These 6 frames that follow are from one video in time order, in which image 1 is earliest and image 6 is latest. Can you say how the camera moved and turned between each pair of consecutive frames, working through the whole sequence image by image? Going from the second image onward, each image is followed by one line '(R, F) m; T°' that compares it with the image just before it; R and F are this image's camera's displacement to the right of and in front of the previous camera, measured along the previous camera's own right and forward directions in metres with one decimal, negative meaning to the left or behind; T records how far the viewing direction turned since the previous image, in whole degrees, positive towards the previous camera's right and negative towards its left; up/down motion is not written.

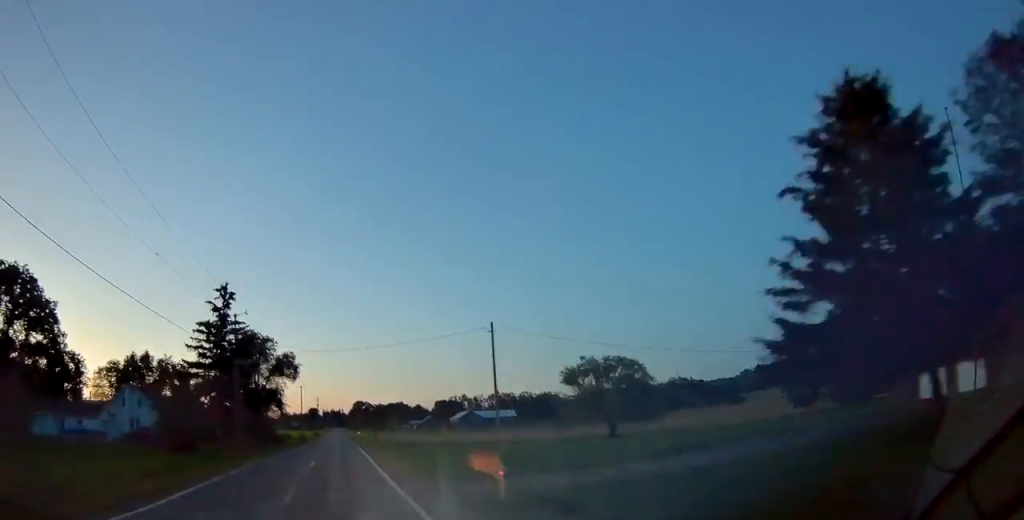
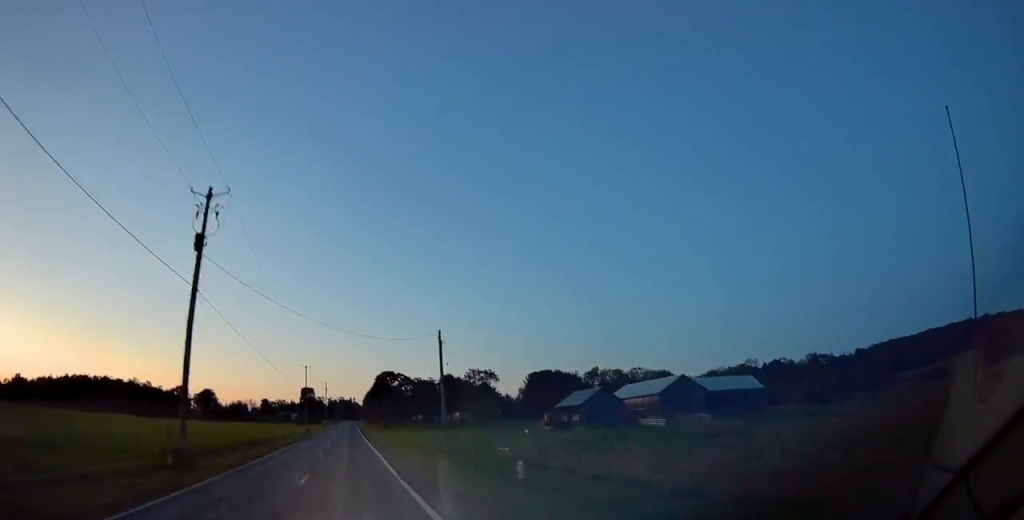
(-0.3, +146.6) m; 0°
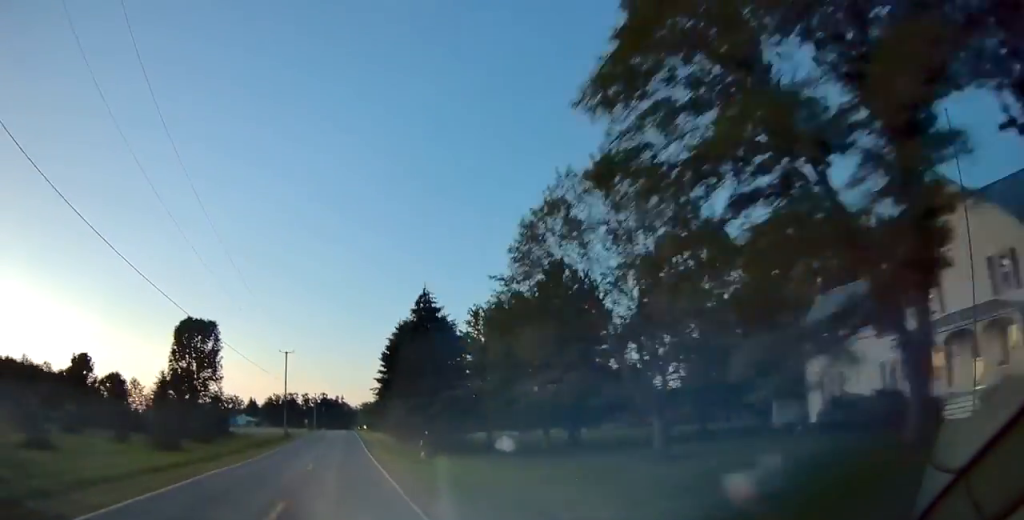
(+0.6, +165.8) m; 0°
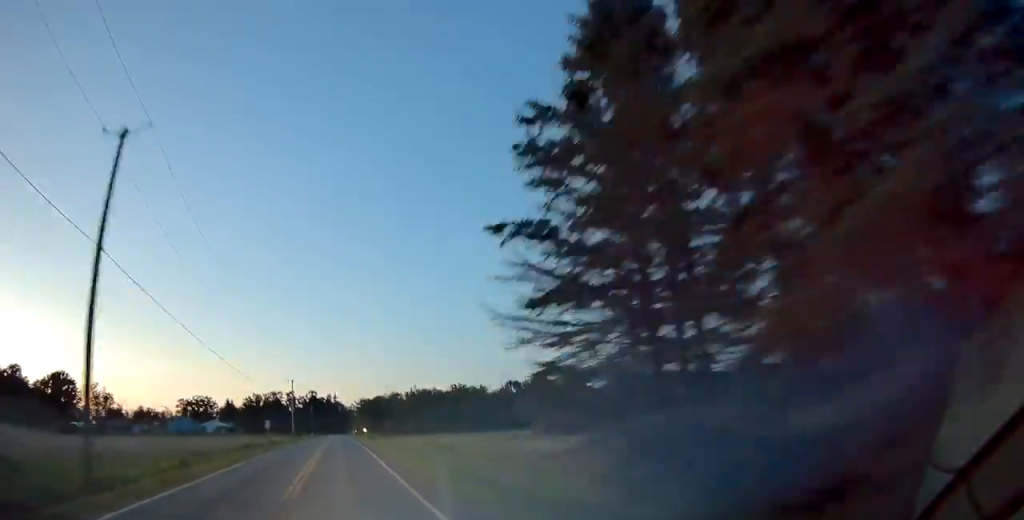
(+0.2, +53.6) m; 0°
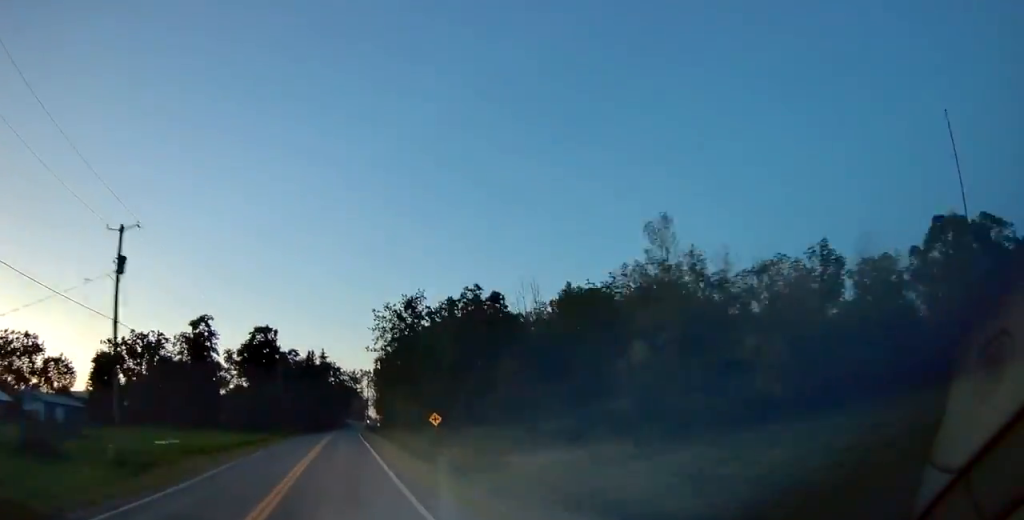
(+1.3, +159.3) m; +2°
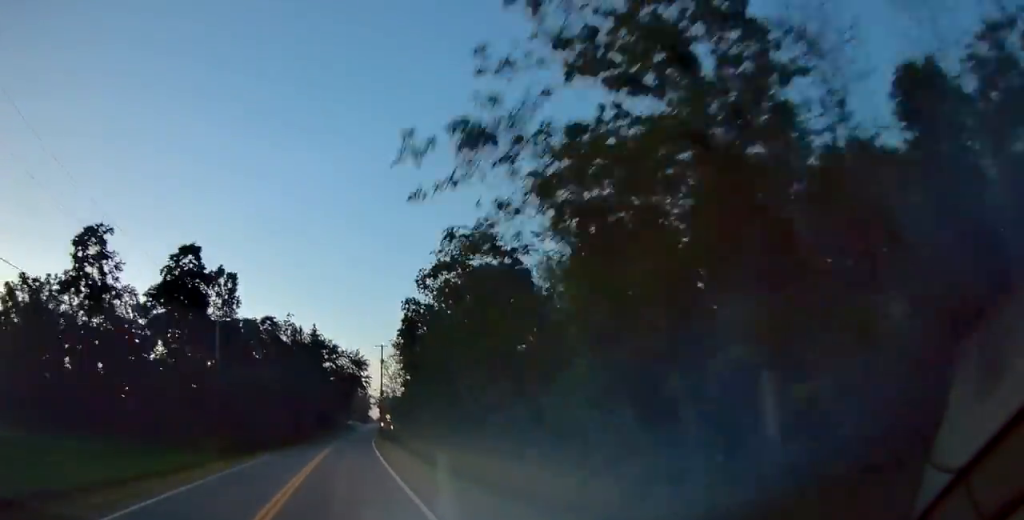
(+0.3, +45.0) m; +1°
